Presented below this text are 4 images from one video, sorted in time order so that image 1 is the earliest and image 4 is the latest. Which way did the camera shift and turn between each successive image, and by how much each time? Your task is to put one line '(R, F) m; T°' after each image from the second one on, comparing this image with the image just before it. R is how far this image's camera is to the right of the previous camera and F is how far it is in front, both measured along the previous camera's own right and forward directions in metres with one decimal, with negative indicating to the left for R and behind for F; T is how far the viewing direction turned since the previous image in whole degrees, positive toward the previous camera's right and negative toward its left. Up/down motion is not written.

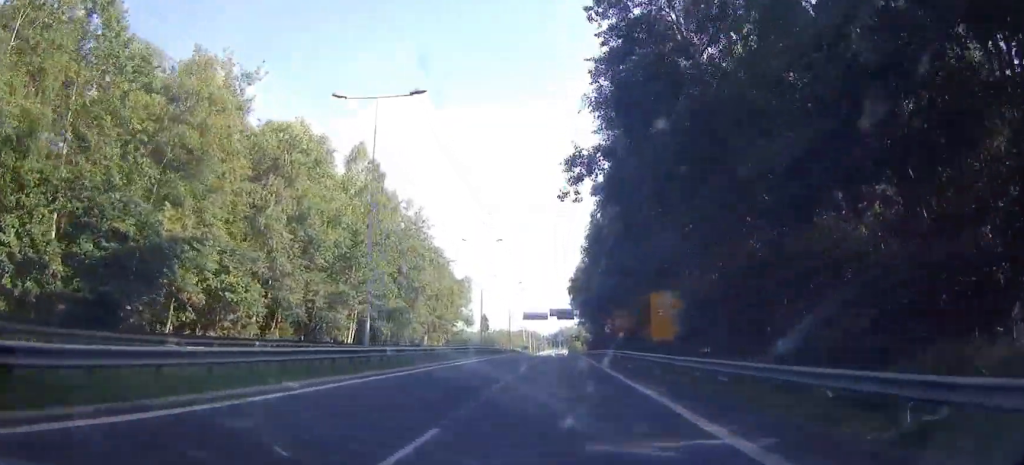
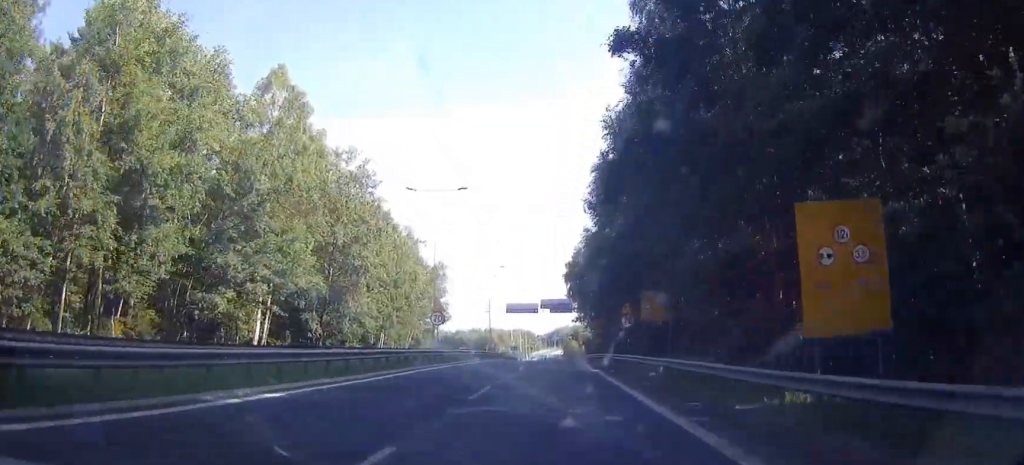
(-0.1, +25.6) m; 0°
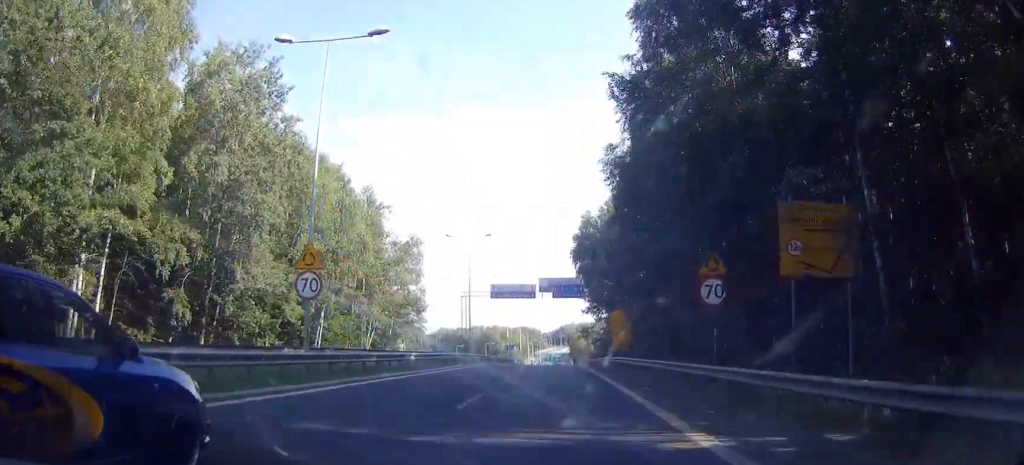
(0.0, +26.0) m; -1°
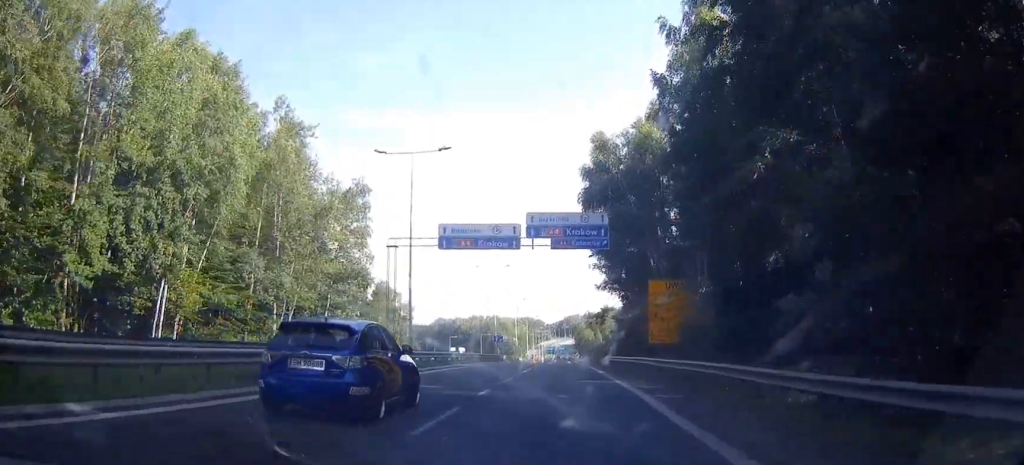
(-0.2, +27.7) m; 0°
